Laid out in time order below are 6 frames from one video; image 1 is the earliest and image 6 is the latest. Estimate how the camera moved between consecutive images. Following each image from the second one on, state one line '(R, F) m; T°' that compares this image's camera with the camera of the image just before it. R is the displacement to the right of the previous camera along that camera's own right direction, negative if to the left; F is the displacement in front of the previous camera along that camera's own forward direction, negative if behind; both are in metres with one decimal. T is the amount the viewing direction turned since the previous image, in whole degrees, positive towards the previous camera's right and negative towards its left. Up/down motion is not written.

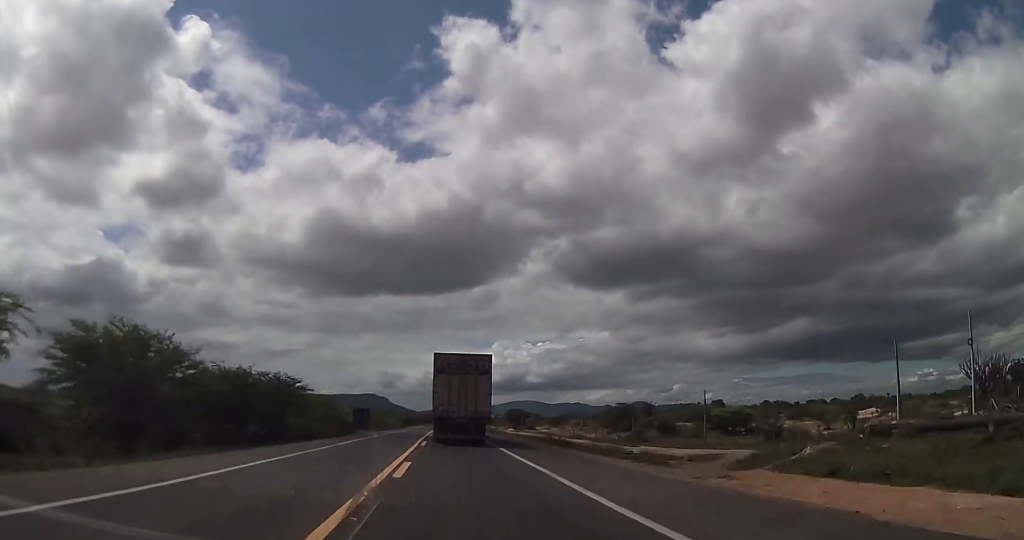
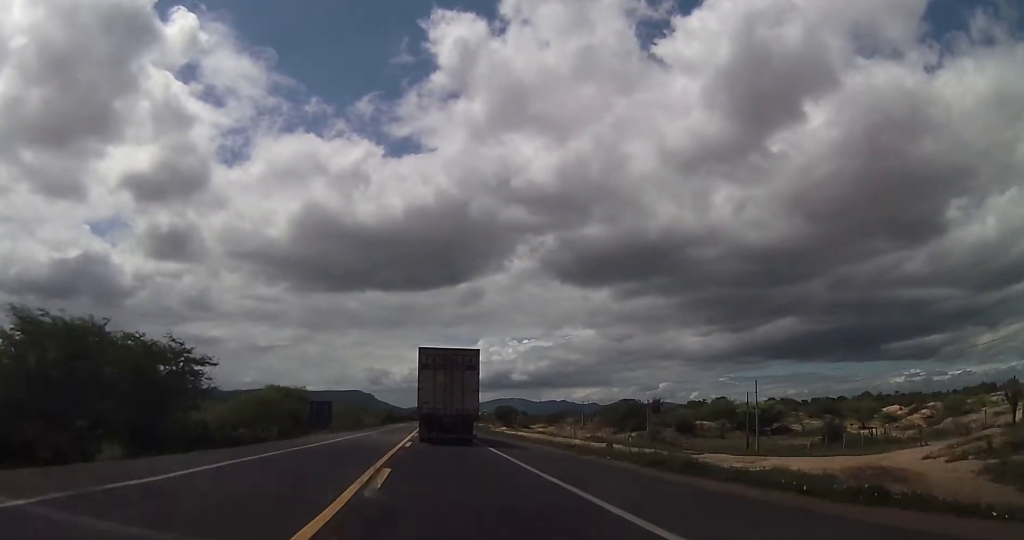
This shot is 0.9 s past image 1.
(0.0, +20.3) m; 0°
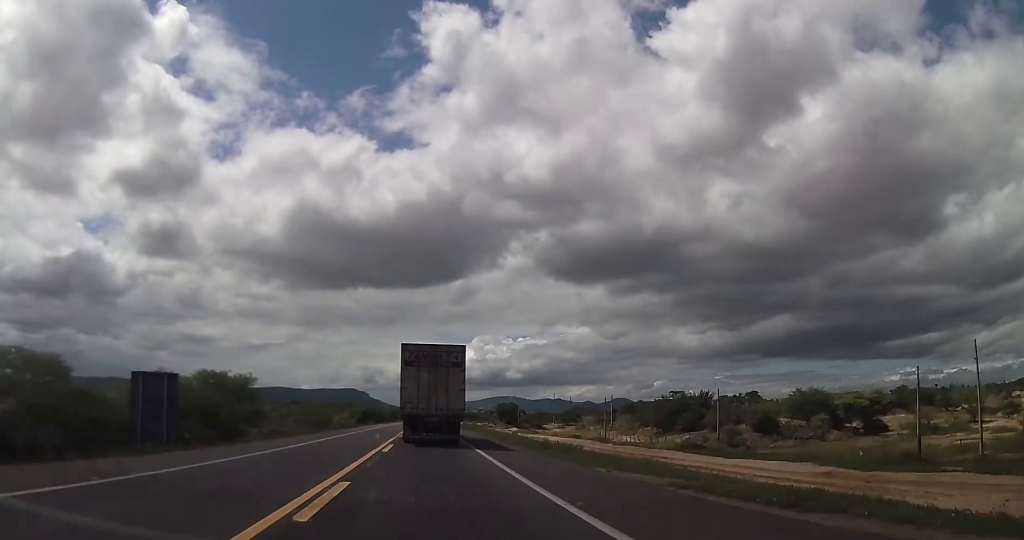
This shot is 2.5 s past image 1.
(0.0, +36.2) m; -1°
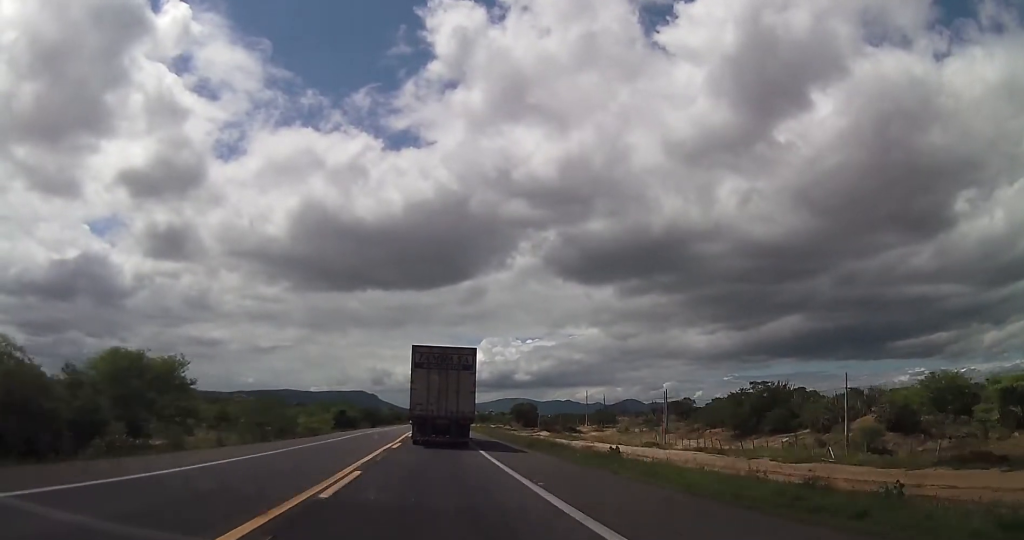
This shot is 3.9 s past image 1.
(+0.1, +29.6) m; +1°
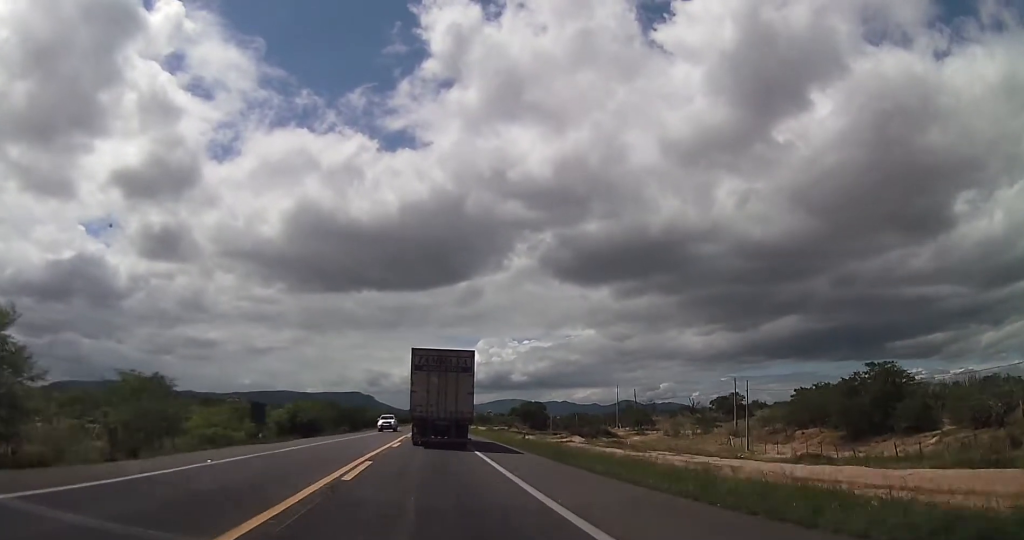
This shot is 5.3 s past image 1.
(+0.1, +27.8) m; 0°
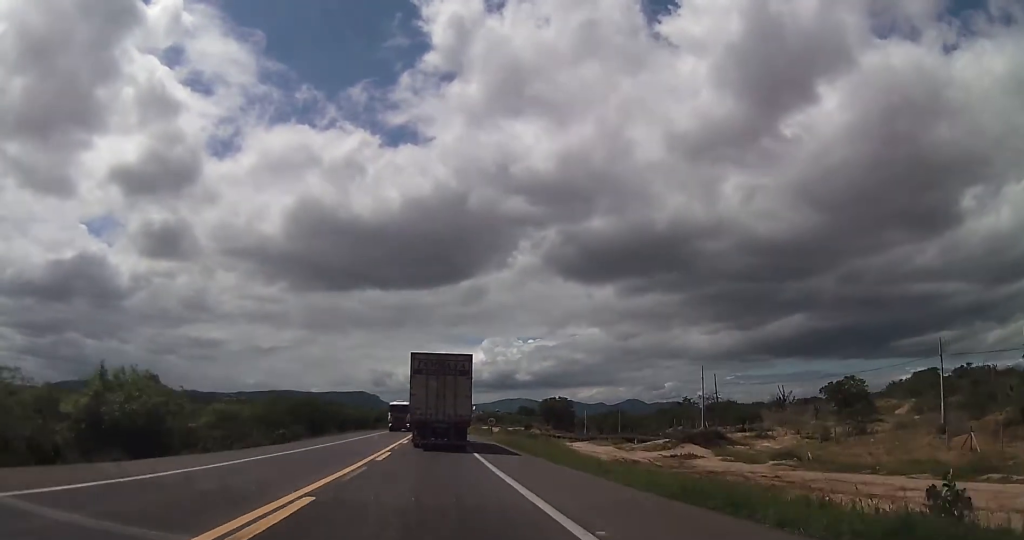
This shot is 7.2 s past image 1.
(-0.1, +41.2) m; -1°
